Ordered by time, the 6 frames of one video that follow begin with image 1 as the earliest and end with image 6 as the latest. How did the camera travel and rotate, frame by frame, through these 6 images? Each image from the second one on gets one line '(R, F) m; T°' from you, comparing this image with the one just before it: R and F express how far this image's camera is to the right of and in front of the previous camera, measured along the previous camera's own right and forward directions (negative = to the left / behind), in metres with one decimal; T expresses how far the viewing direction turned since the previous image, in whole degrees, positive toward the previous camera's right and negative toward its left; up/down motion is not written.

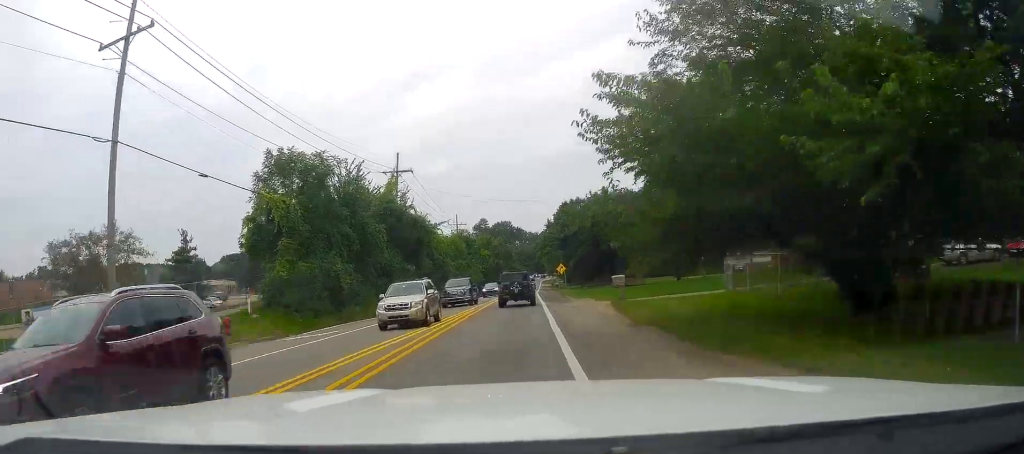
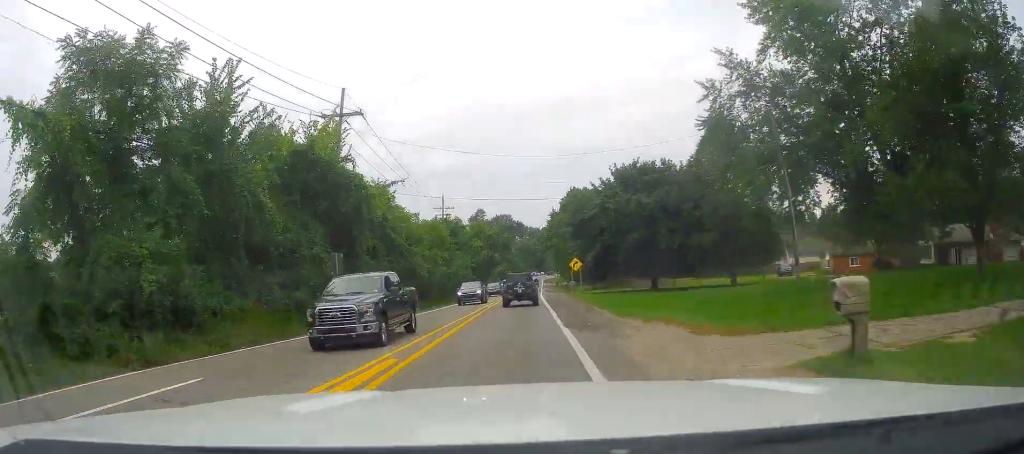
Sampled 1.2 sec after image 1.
(-0.2, +18.4) m; +2°
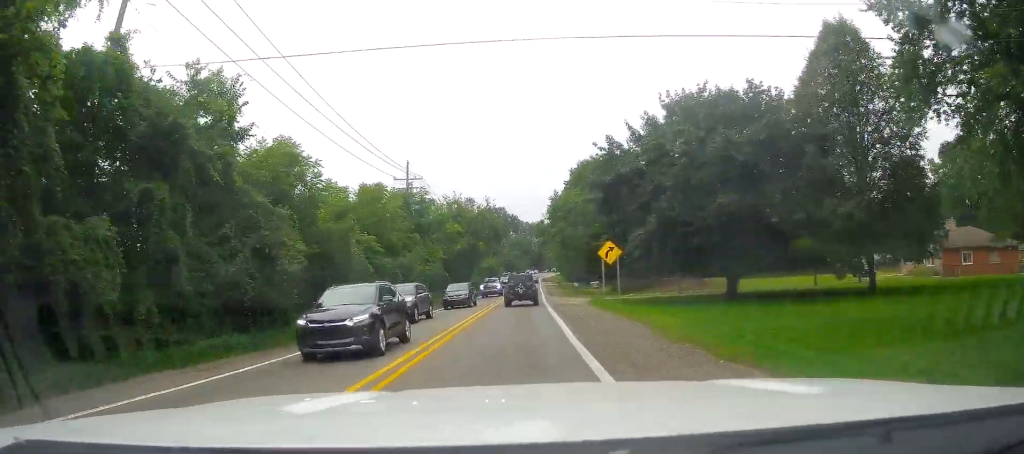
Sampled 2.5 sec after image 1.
(+0.2, +22.7) m; -2°
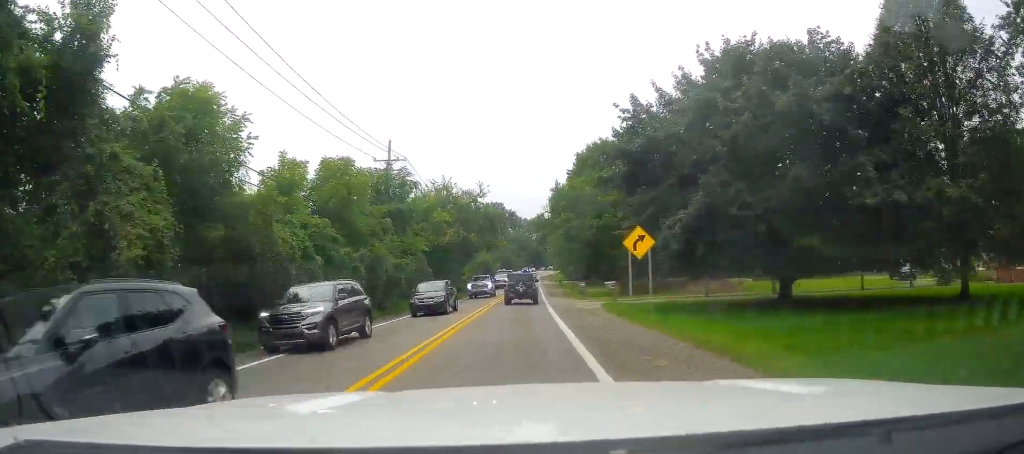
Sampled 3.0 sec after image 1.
(-0.5, +7.8) m; -1°
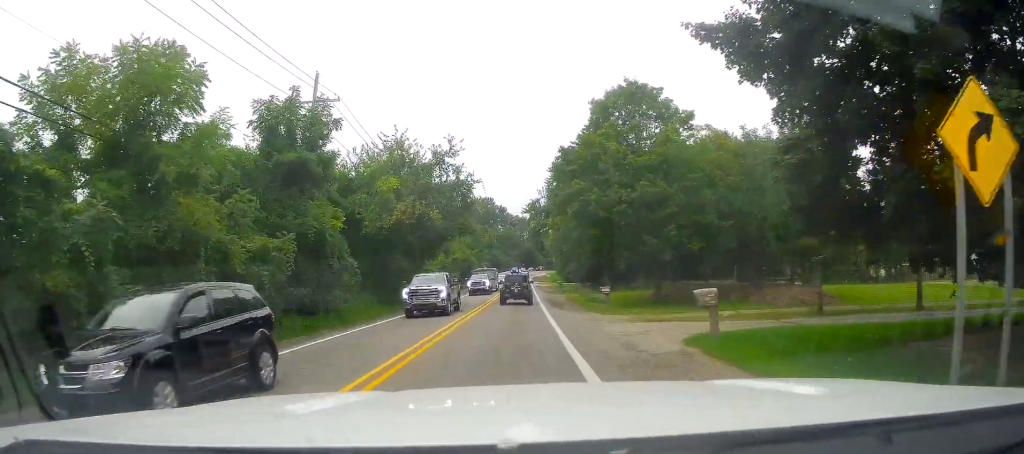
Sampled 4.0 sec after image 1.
(+0.2, +17.6) m; +2°
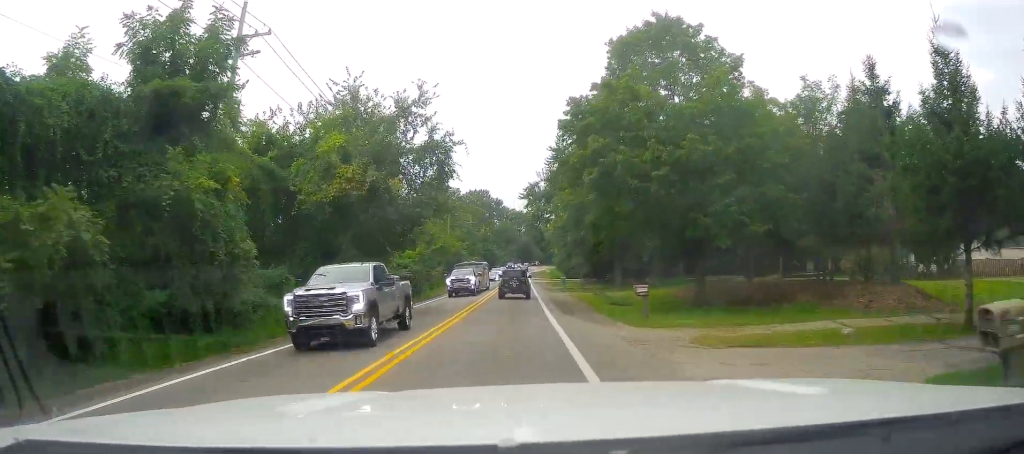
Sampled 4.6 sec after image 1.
(+0.1, +9.8) m; +1°
